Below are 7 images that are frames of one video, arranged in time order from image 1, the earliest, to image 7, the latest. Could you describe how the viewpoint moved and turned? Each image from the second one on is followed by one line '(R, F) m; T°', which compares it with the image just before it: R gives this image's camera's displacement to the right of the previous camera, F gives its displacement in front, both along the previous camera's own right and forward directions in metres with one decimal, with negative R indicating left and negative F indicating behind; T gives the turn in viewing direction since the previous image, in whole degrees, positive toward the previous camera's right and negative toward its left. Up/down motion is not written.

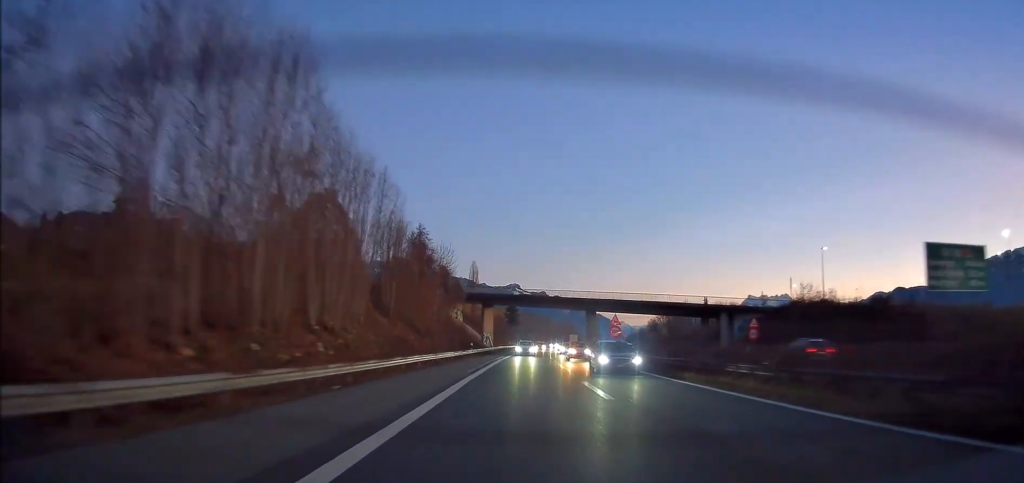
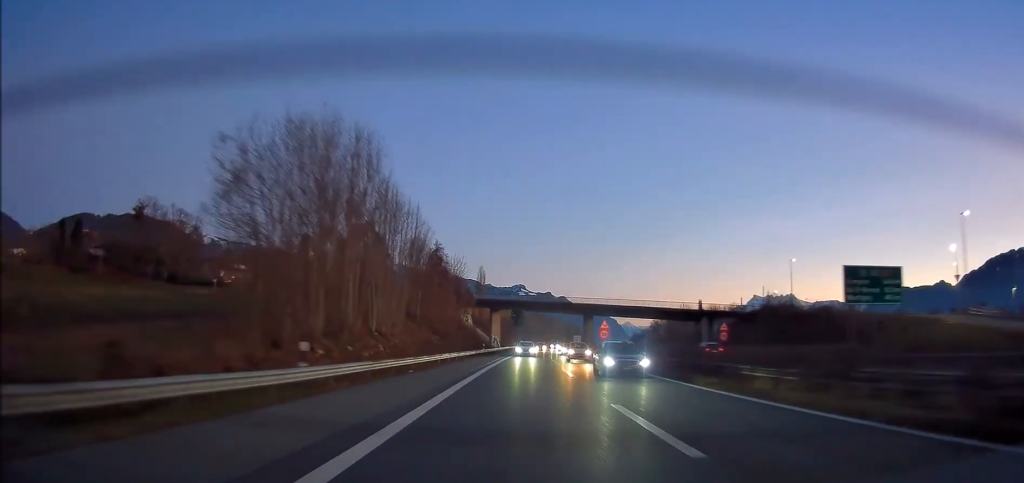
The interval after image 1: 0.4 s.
(0.0, +10.5) m; -1°
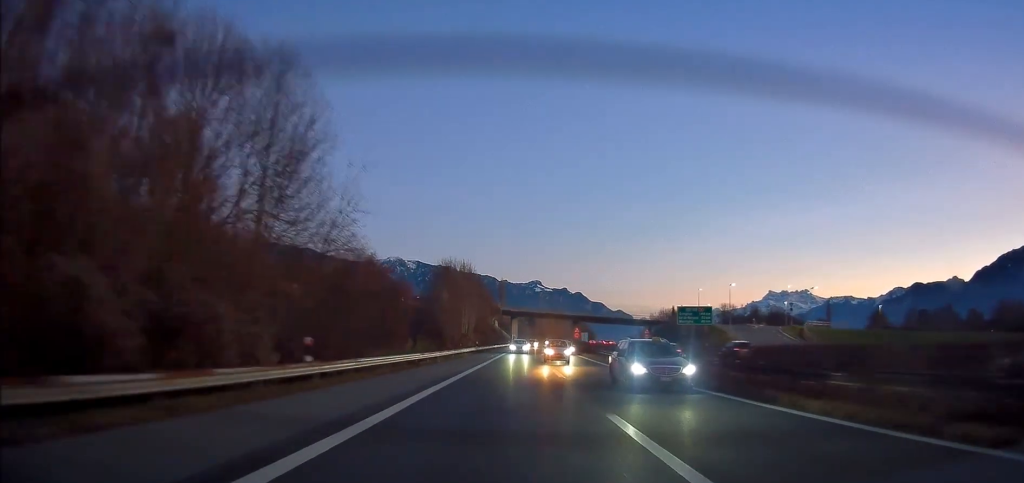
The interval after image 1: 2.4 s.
(-0.9, +52.0) m; 0°
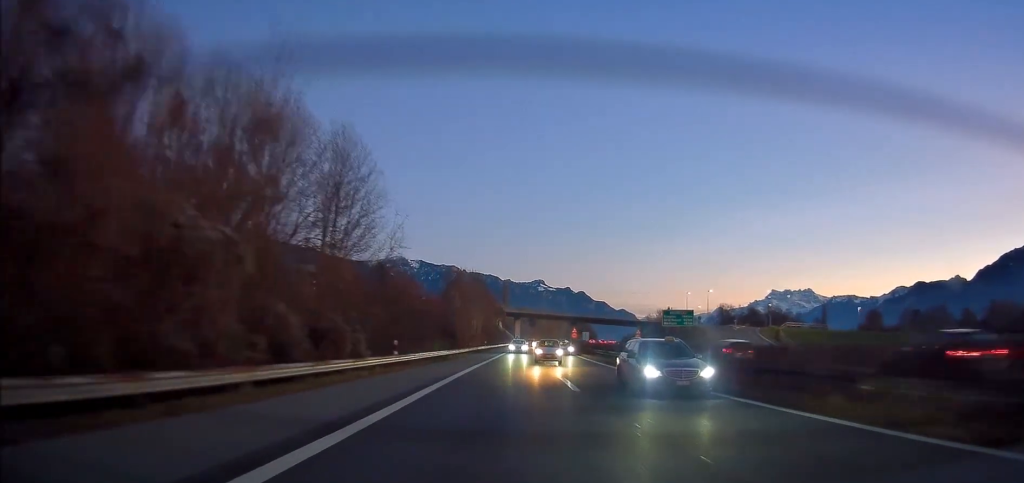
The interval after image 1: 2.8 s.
(-0.1, +11.6) m; +1°
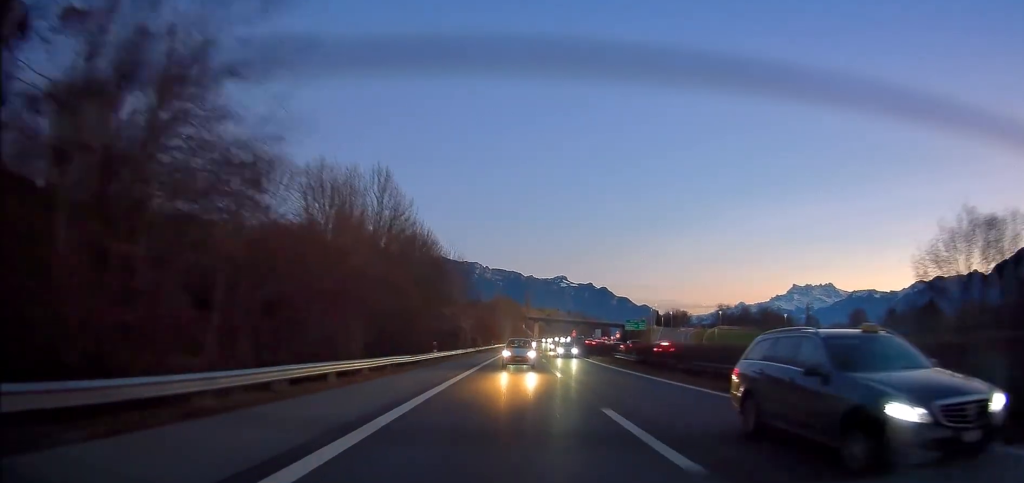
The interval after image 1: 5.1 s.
(-0.2, +63.3) m; -2°
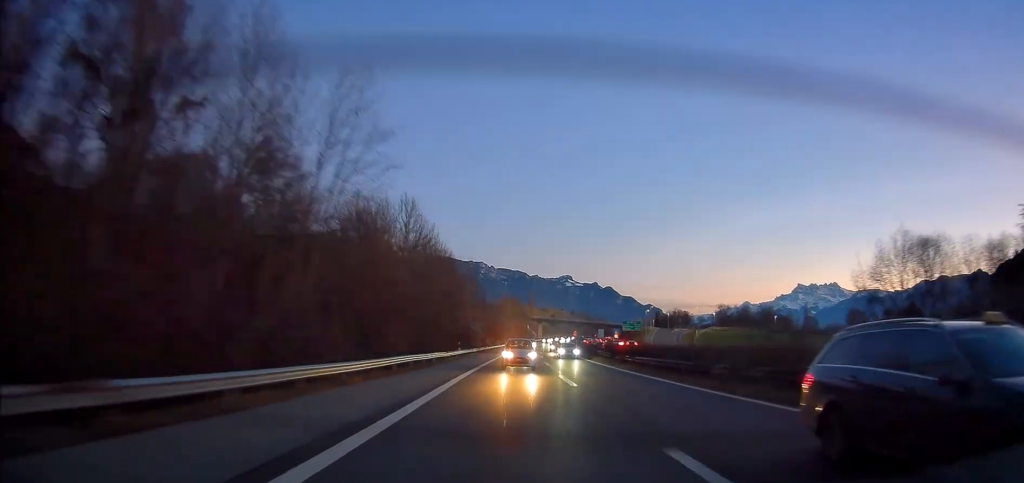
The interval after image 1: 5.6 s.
(+0.1, +13.4) m; -1°
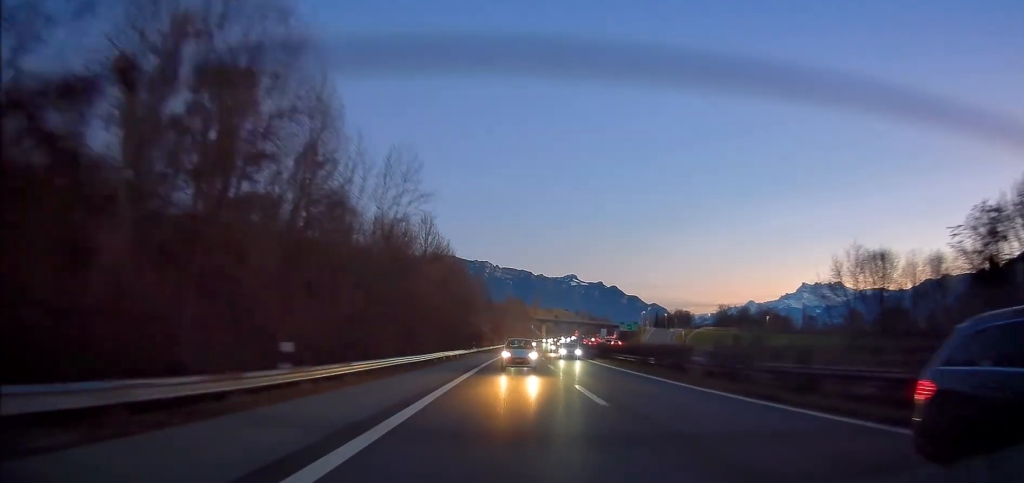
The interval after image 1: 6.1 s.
(-0.1, +11.5) m; -1°
